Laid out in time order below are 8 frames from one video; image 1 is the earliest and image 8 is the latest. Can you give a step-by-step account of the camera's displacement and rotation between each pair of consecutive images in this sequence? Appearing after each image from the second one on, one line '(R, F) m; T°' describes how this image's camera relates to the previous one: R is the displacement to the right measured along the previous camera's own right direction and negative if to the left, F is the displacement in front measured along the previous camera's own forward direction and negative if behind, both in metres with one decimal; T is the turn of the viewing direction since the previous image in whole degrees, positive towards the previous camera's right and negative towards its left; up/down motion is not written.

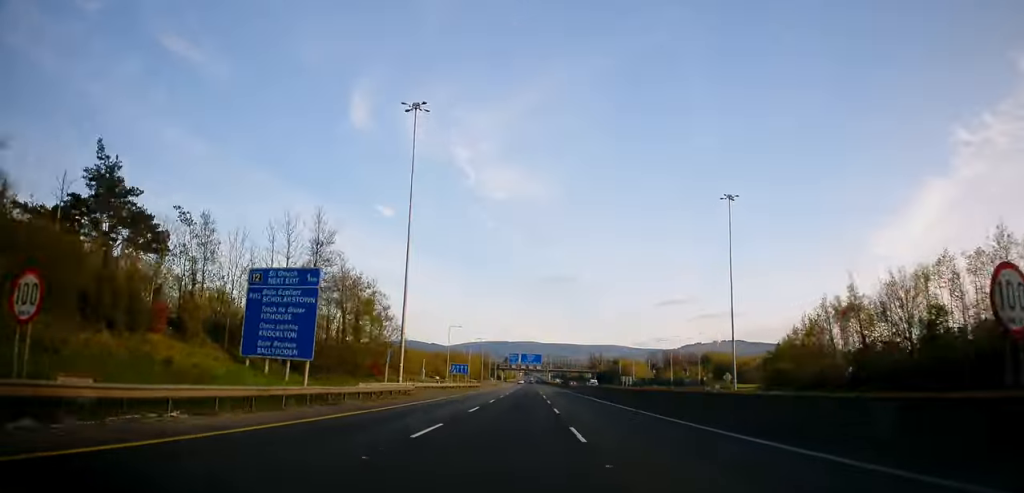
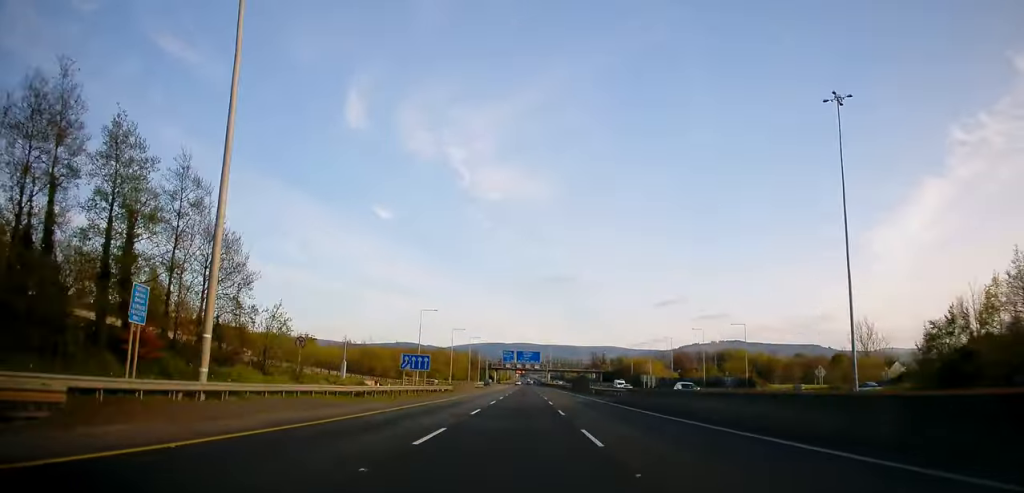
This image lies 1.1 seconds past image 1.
(0.0, +36.4) m; 0°
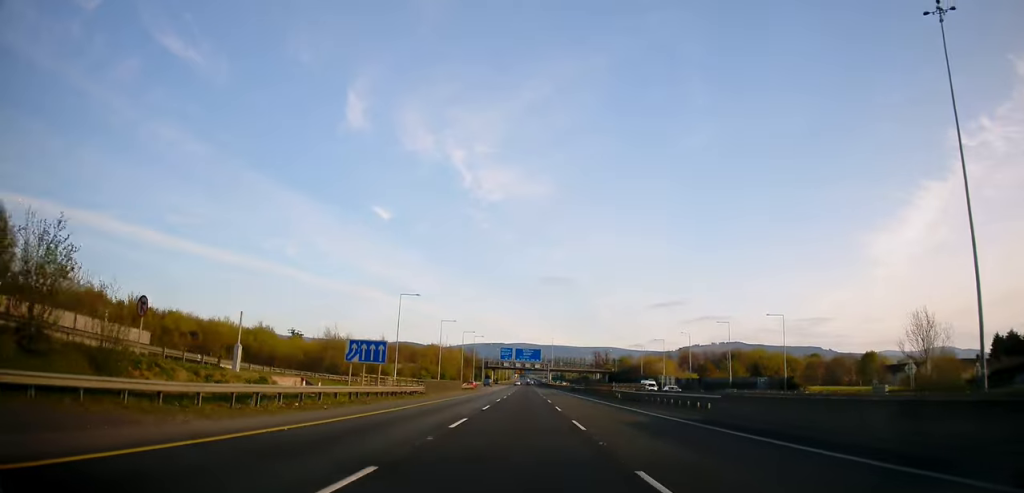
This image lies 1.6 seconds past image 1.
(0.0, +18.6) m; 0°
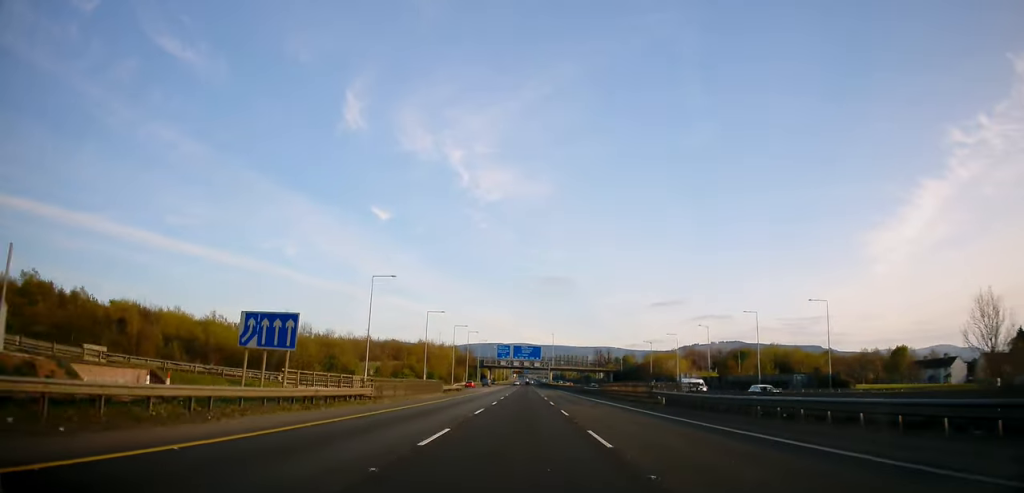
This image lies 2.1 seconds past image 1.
(-0.1, +15.8) m; 0°
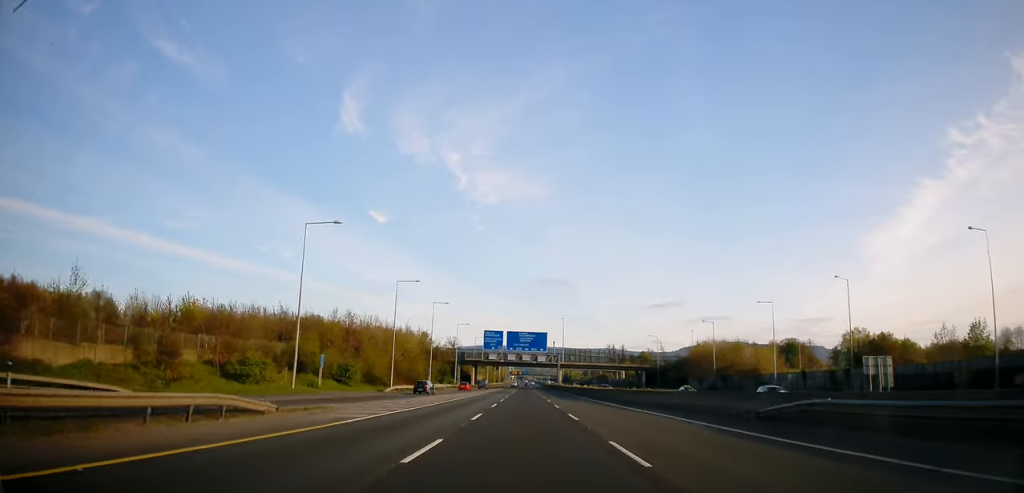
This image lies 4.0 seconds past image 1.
(+0.6, +62.4) m; +1°
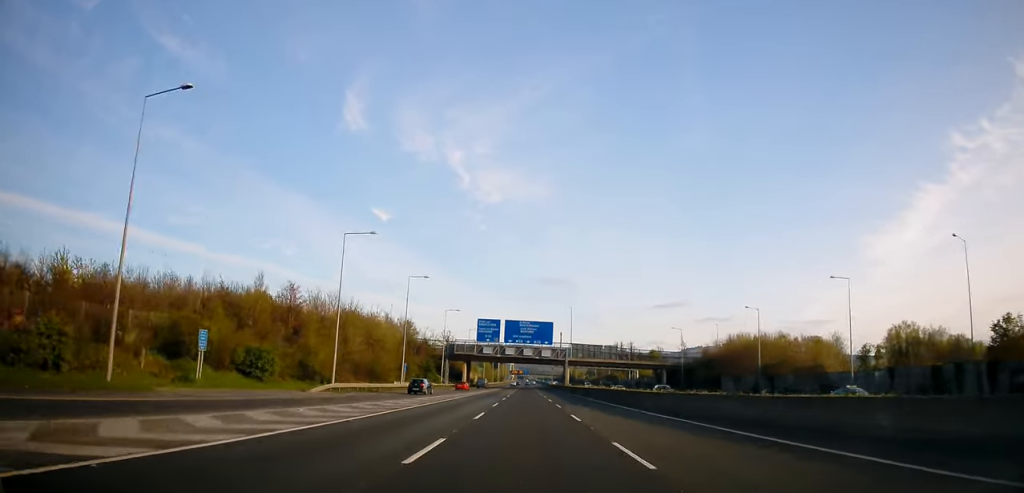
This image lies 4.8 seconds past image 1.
(0.0, +23.2) m; 0°
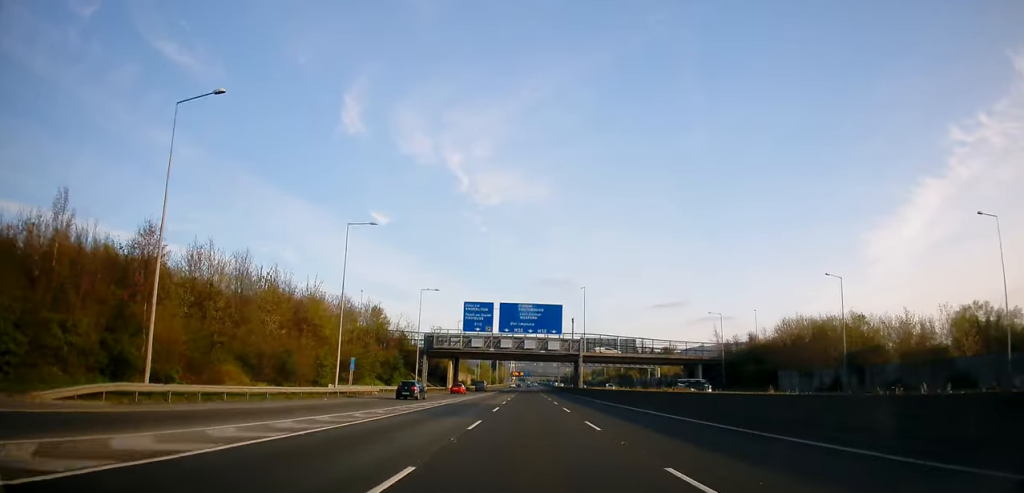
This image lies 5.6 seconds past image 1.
(-0.1, +28.3) m; 0°
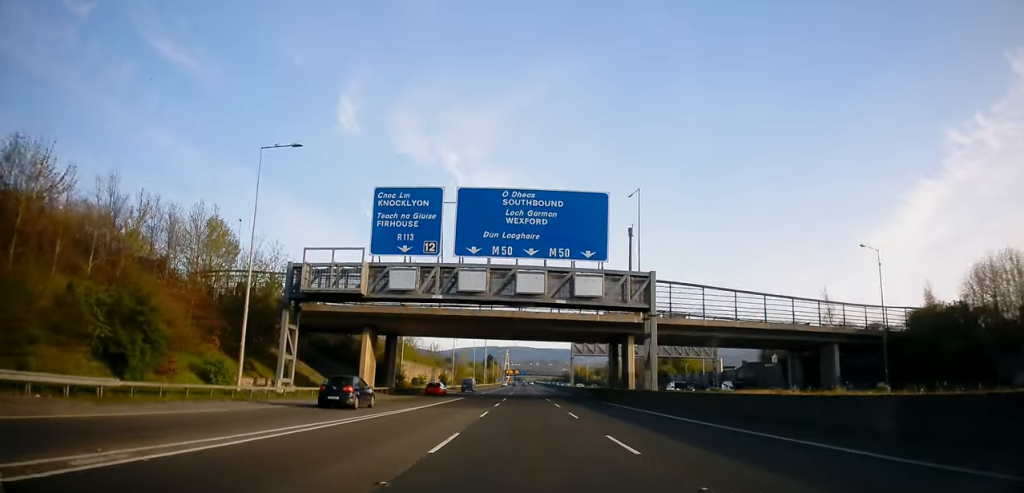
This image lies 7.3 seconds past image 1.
(+0.3, +53.8) m; +1°
